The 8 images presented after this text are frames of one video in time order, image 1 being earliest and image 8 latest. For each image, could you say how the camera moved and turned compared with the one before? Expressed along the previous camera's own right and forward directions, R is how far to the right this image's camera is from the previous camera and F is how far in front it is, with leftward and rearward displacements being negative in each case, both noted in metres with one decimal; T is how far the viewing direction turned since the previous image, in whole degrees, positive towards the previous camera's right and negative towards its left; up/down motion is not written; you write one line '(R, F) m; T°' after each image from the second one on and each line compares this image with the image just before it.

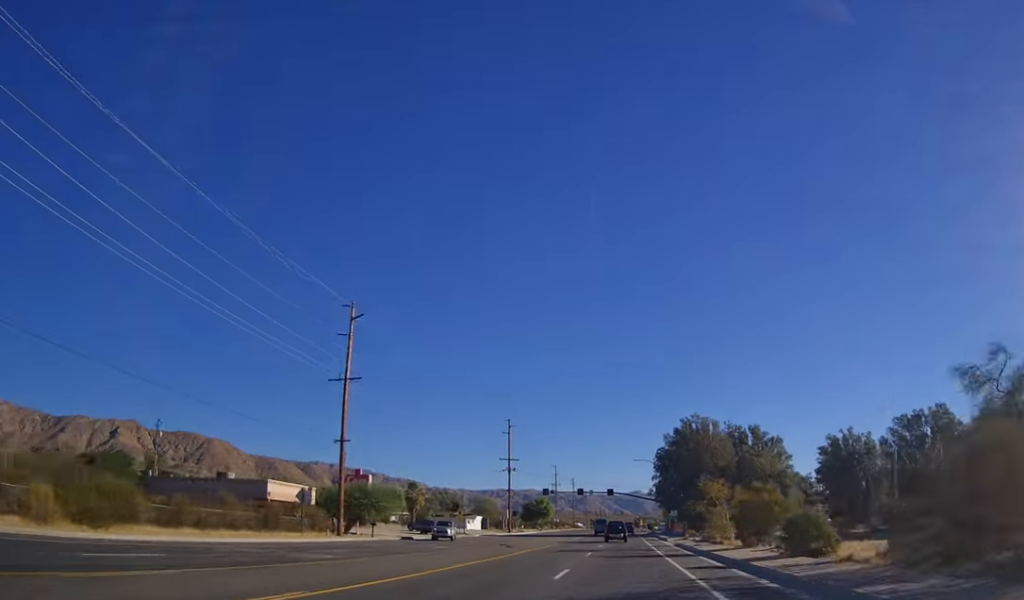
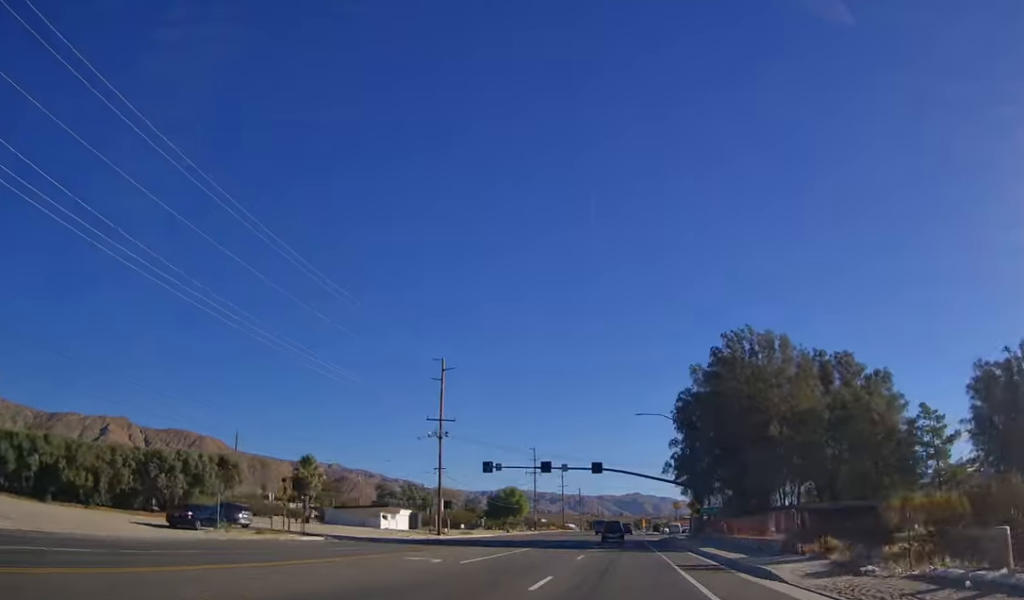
(0.0, +47.0) m; 0°
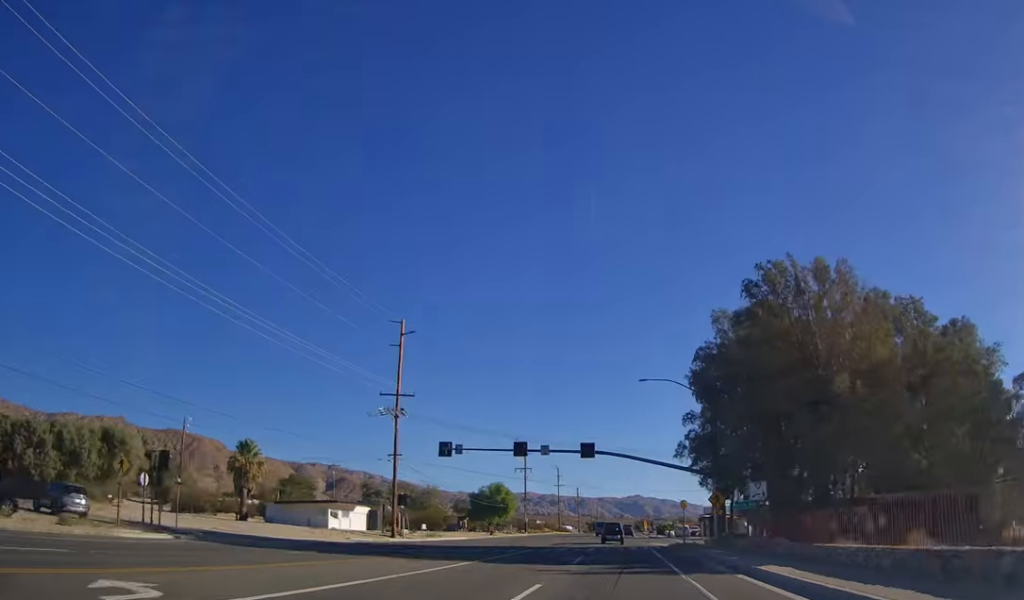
(0.0, +16.1) m; 0°
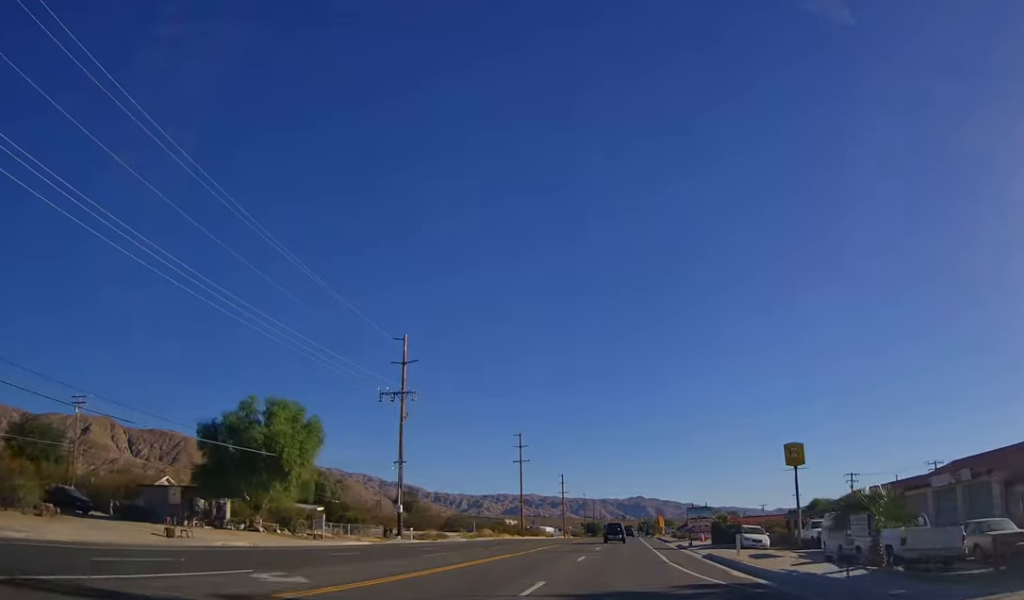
(+1.4, +81.6) m; +1°
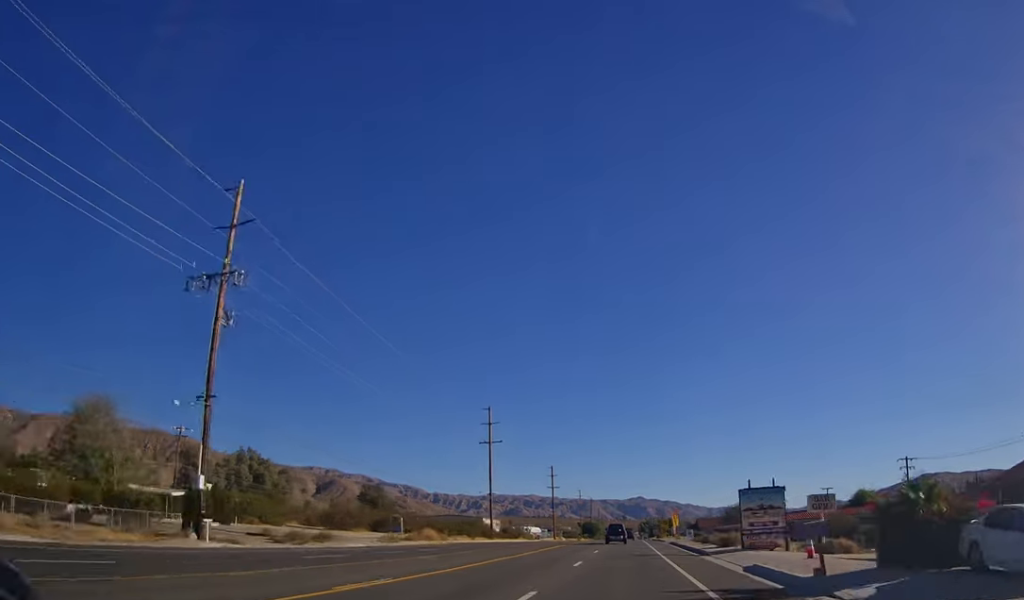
(-0.5, +31.7) m; 0°
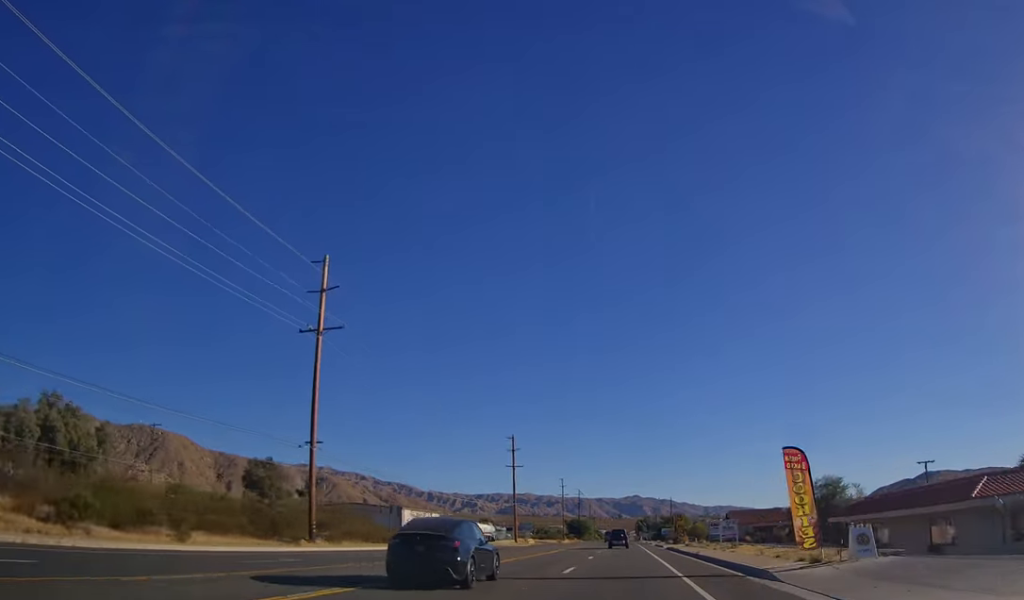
(+0.5, +61.3) m; 0°
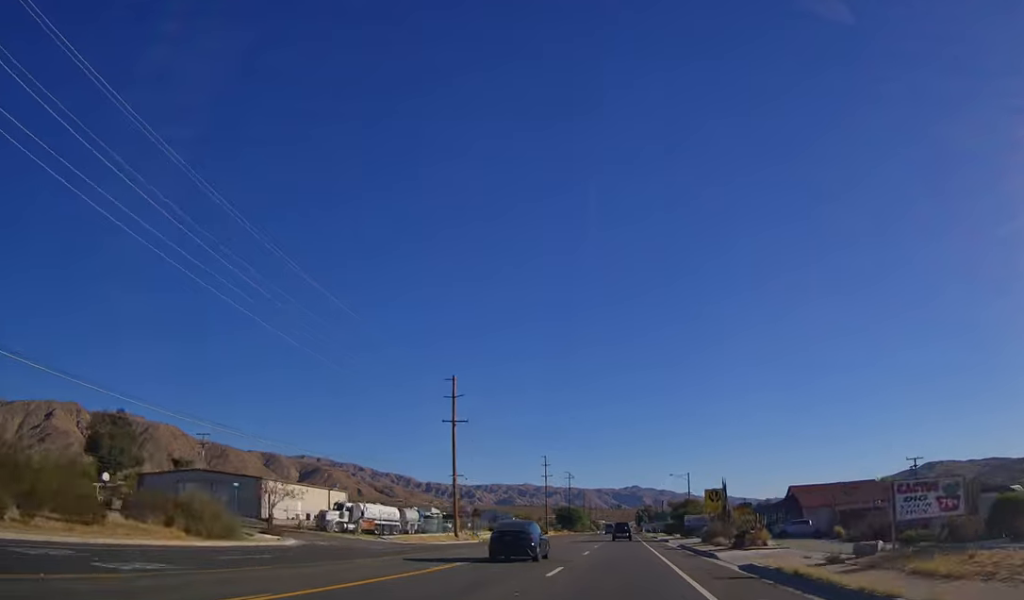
(-0.2, +46.7) m; 0°
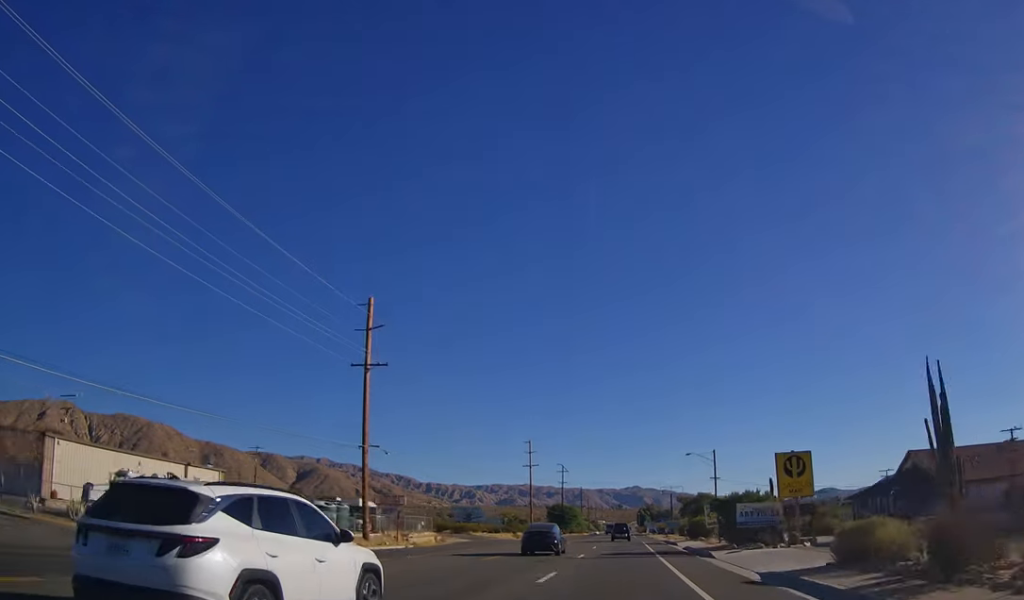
(+0.2, +31.5) m; 0°
